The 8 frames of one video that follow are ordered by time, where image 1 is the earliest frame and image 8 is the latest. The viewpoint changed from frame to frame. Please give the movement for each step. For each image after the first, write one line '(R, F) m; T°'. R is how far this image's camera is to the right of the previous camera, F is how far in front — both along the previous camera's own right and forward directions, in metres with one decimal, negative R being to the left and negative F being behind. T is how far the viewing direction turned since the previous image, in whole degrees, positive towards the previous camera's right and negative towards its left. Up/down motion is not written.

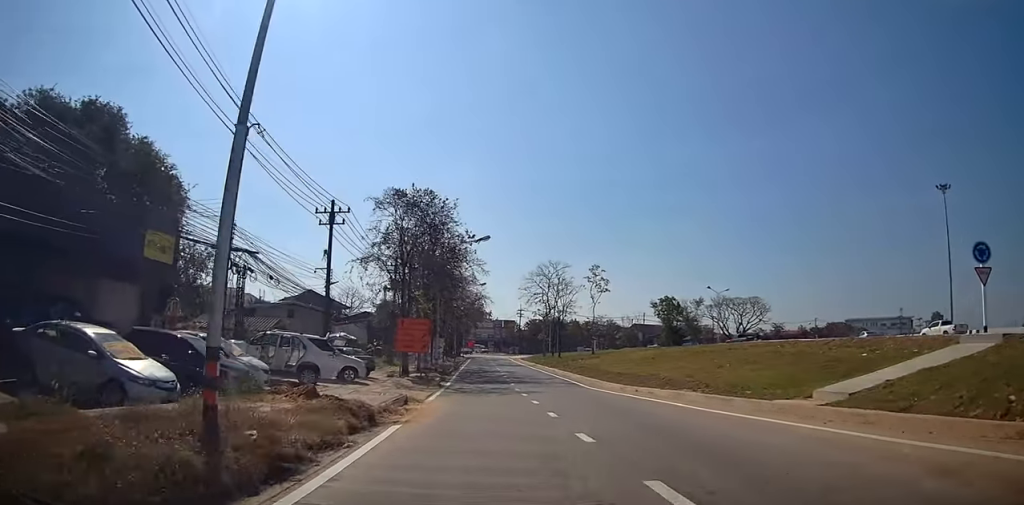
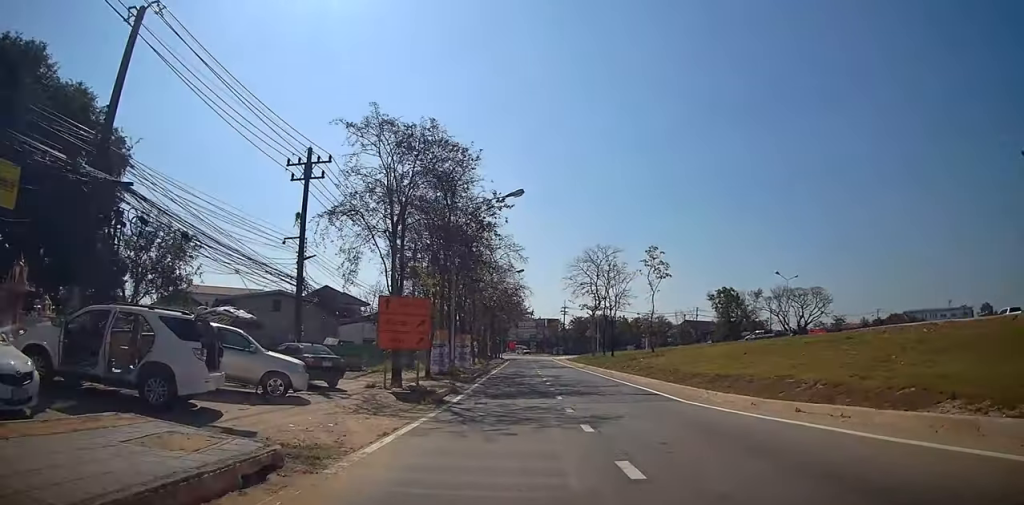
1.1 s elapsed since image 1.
(-0.3, +8.7) m; -11°
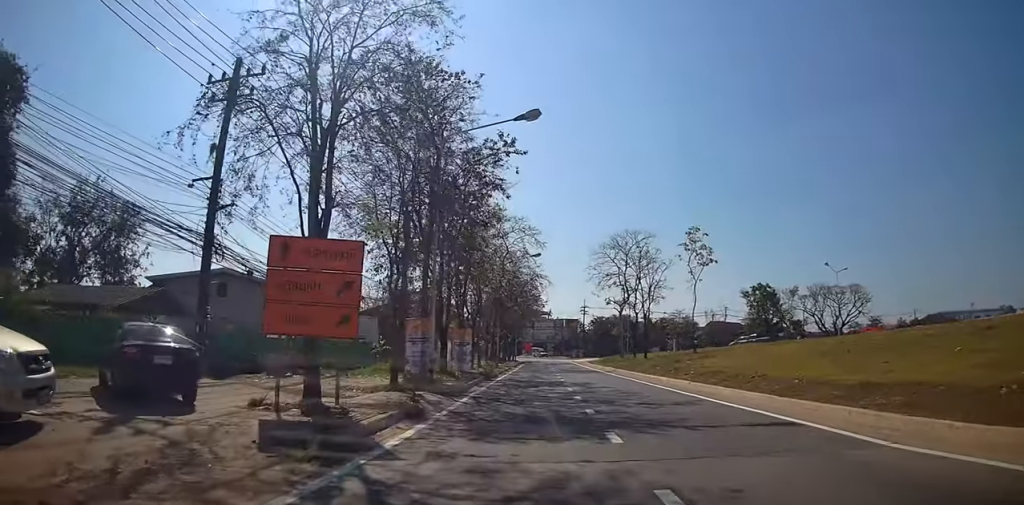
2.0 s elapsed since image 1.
(-1.3, +7.9) m; -4°
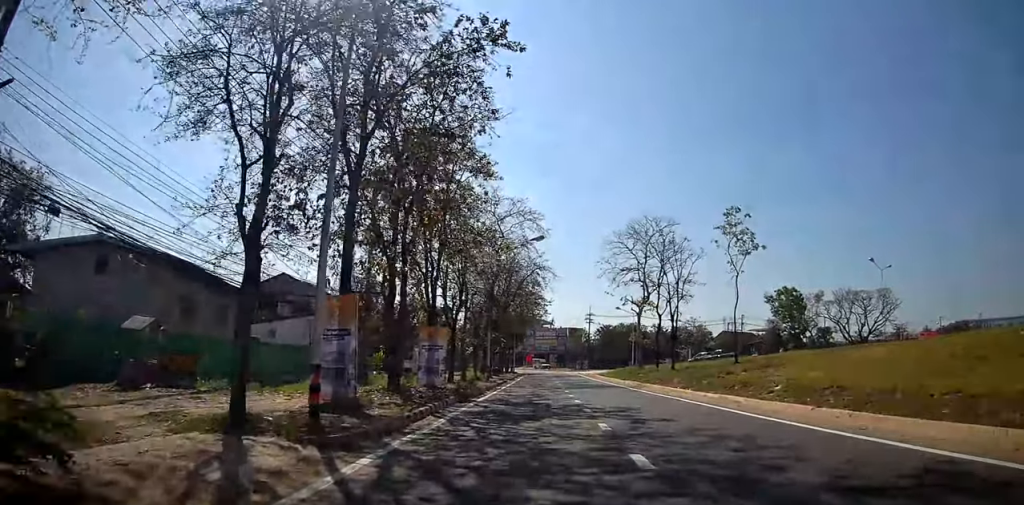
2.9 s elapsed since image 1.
(+0.8, +8.9) m; +5°
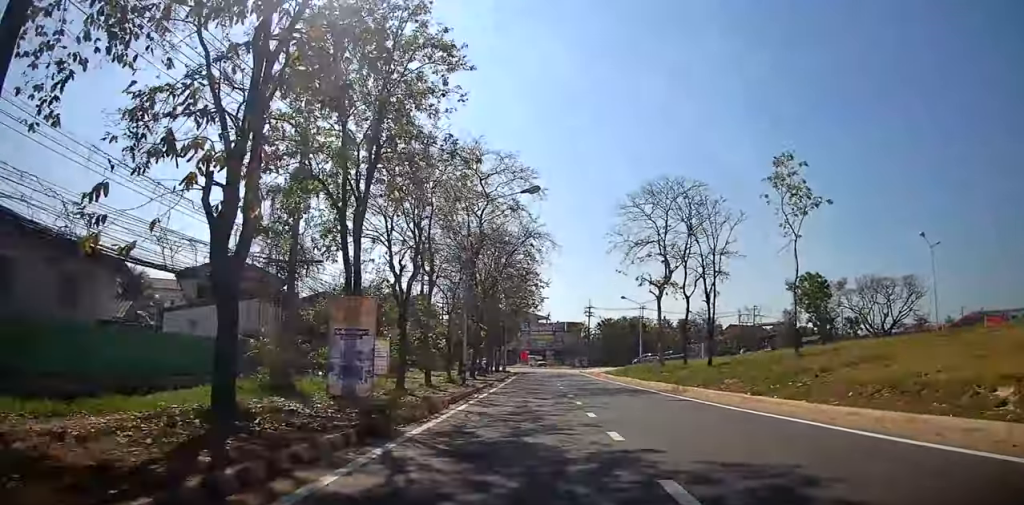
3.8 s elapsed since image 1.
(+0.1, +8.9) m; -4°
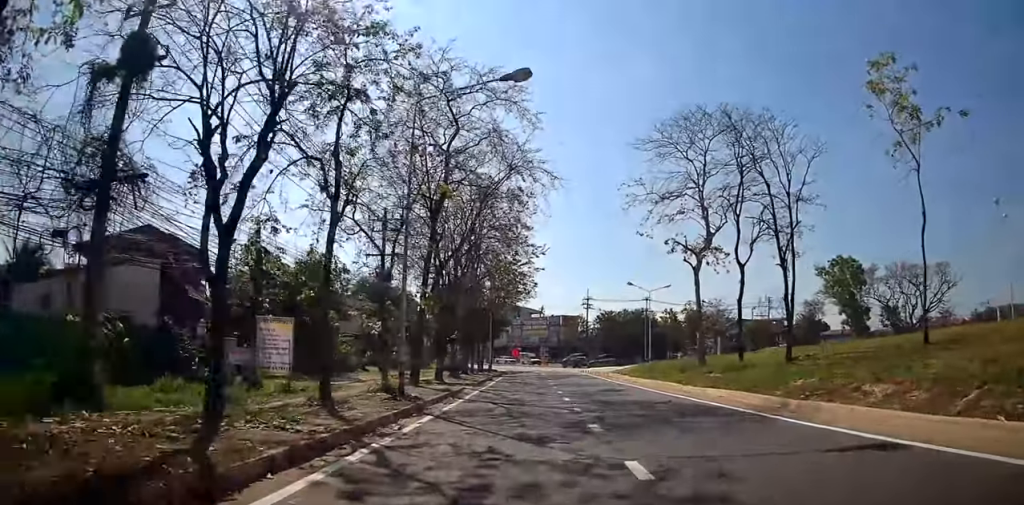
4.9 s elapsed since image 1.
(-0.7, +10.2) m; 0°
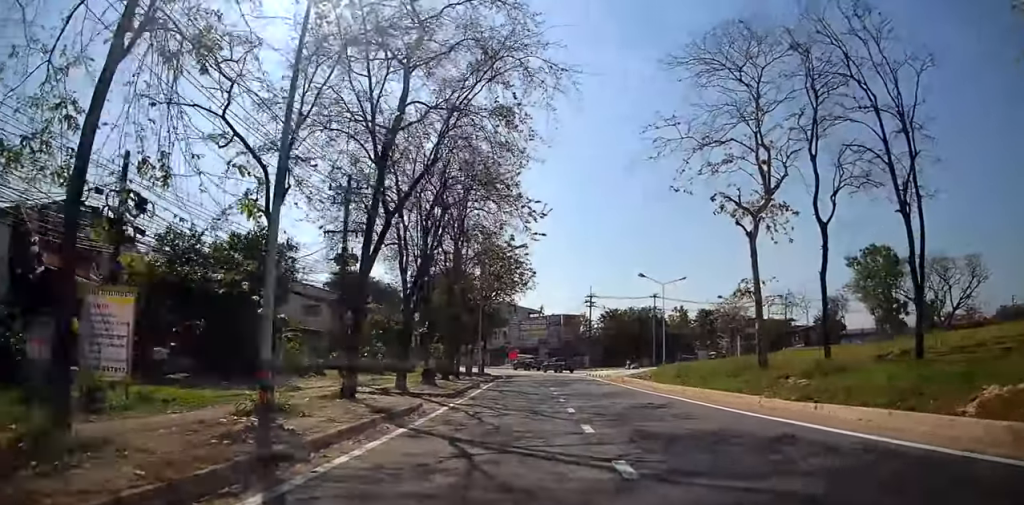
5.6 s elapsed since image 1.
(+0.4, +7.4) m; 0°
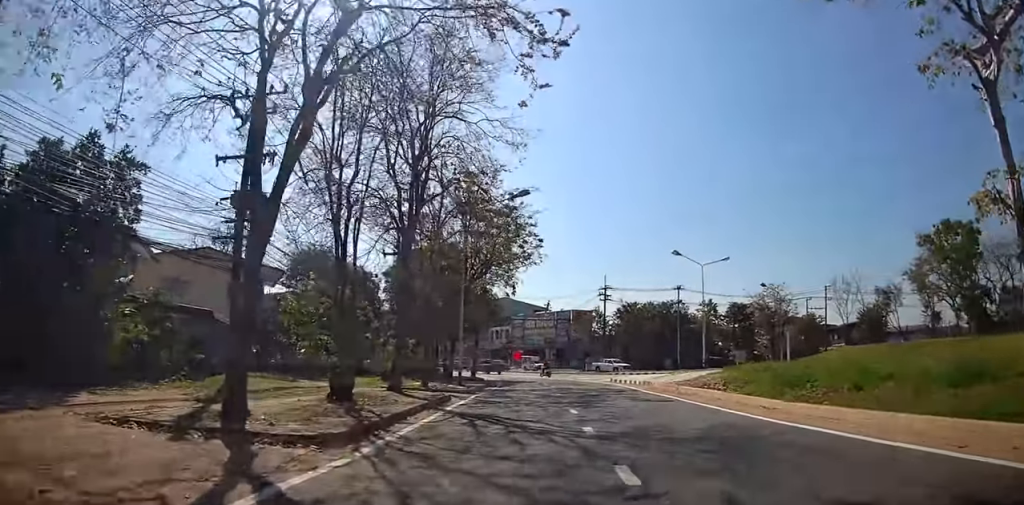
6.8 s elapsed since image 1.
(-0.3, +11.9) m; 0°
